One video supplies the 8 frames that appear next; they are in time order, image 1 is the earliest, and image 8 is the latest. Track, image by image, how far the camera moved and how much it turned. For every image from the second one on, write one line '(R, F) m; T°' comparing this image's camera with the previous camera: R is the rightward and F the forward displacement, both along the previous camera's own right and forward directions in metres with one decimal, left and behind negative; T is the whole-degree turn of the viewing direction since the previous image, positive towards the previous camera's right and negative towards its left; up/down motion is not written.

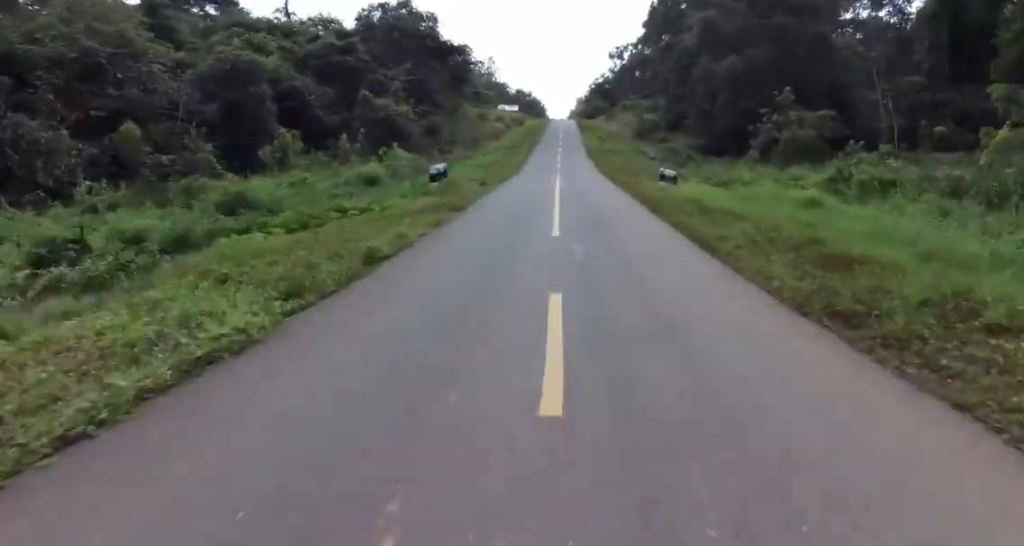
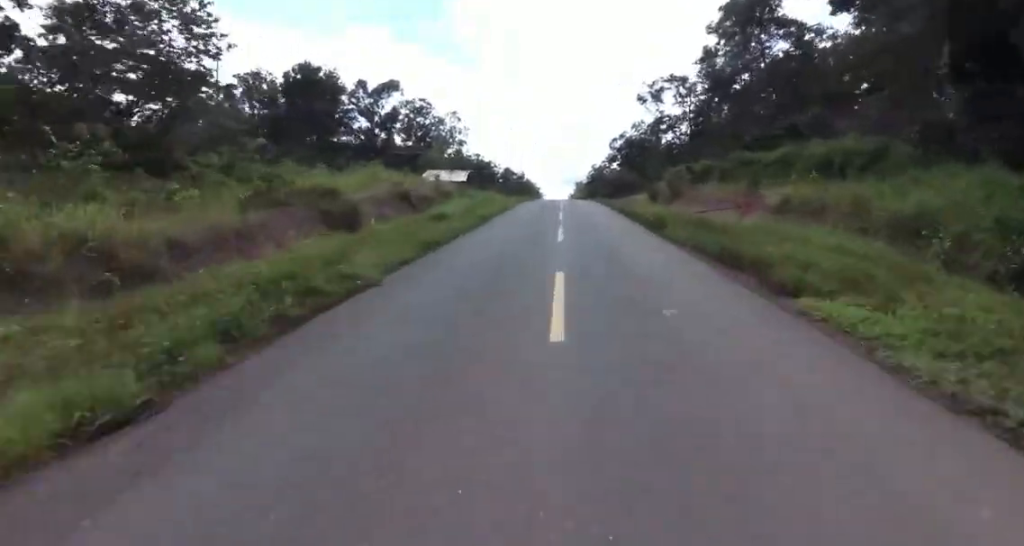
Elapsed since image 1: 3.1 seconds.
(+4.6, +77.9) m; +4°
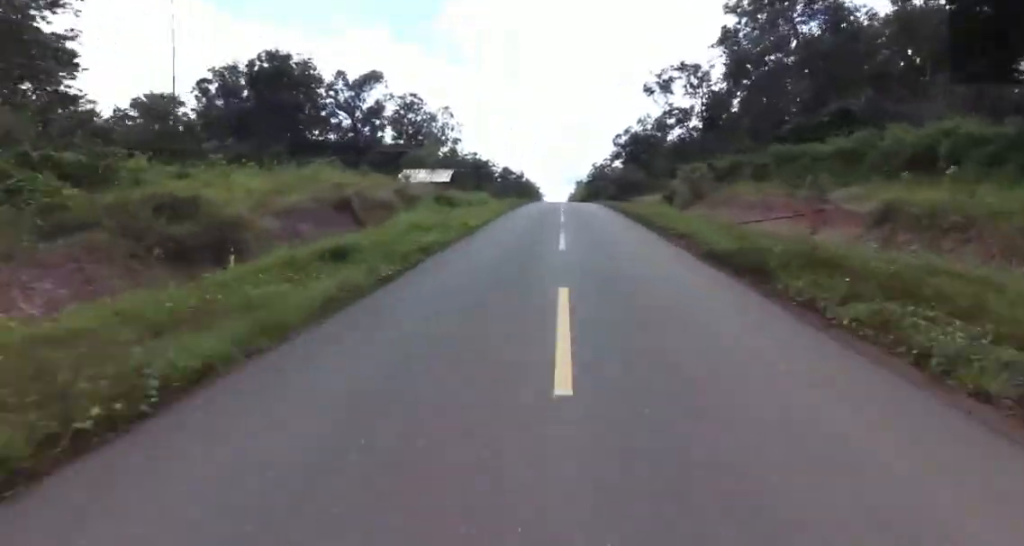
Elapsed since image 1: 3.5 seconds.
(-0.2, +10.0) m; 0°
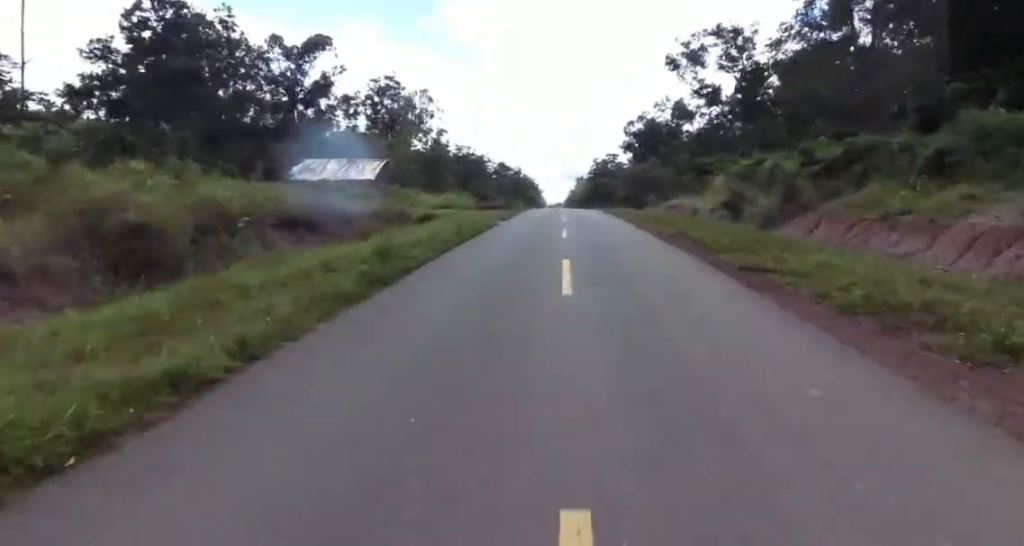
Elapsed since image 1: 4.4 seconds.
(+0.1, +22.3) m; -1°
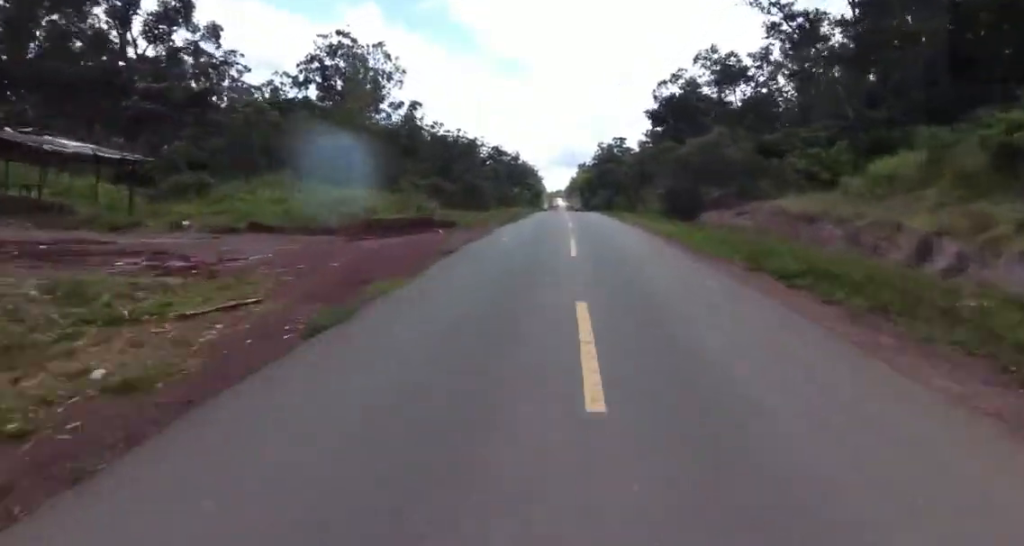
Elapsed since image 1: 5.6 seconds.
(-1.0, +29.9) m; -2°
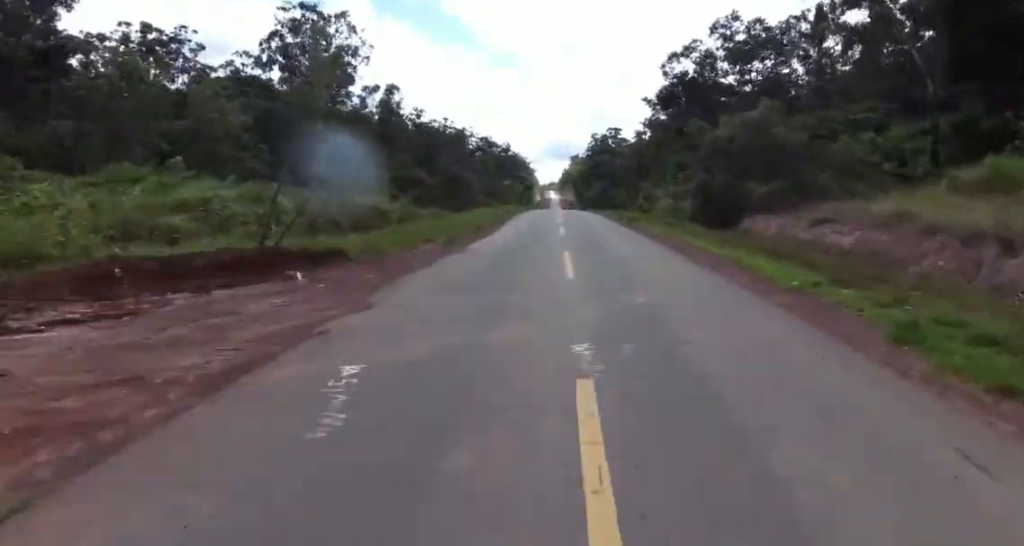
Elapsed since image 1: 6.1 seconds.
(0.0, +11.3) m; 0°
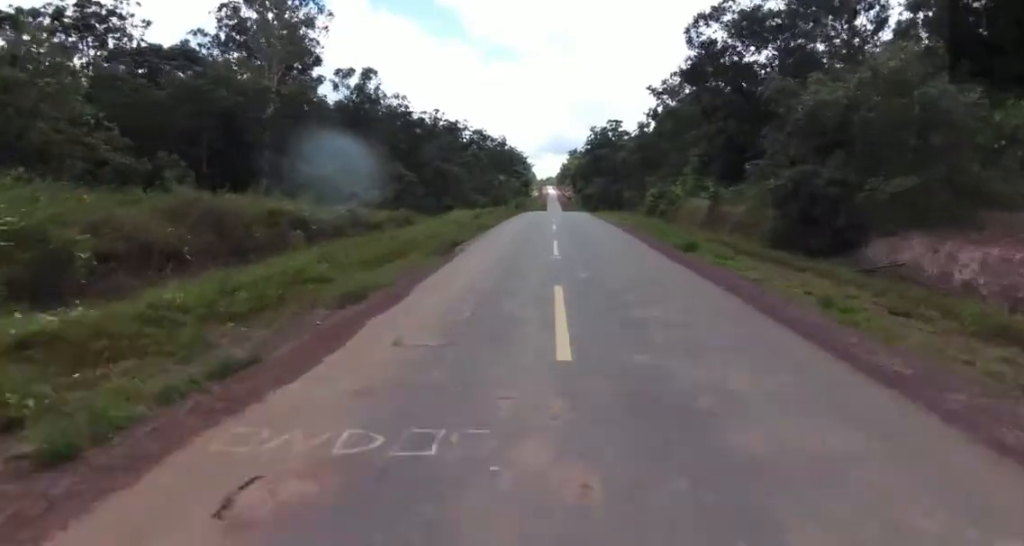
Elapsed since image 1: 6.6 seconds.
(+0.5, +13.0) m; 0°
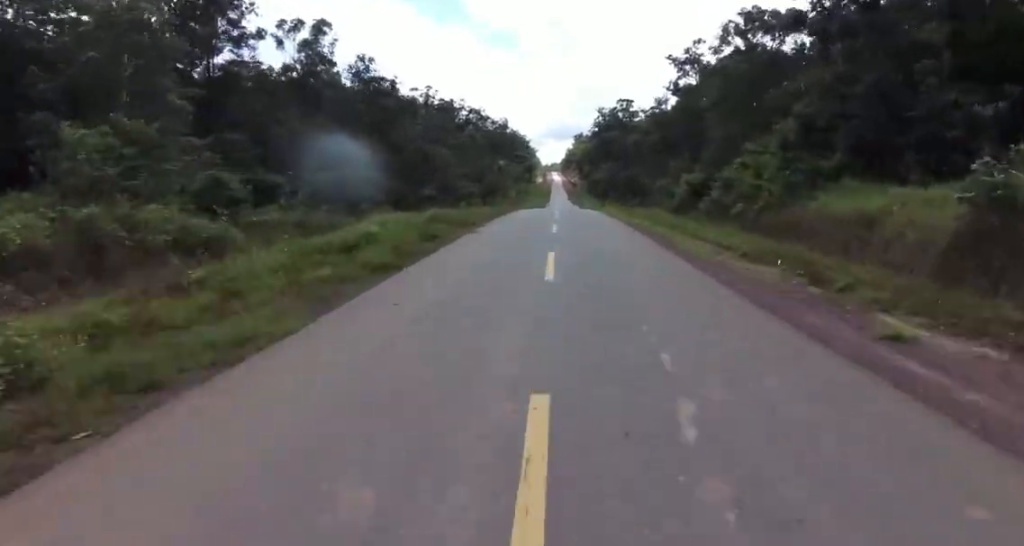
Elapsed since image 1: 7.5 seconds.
(-0.5, +22.0) m; 0°
